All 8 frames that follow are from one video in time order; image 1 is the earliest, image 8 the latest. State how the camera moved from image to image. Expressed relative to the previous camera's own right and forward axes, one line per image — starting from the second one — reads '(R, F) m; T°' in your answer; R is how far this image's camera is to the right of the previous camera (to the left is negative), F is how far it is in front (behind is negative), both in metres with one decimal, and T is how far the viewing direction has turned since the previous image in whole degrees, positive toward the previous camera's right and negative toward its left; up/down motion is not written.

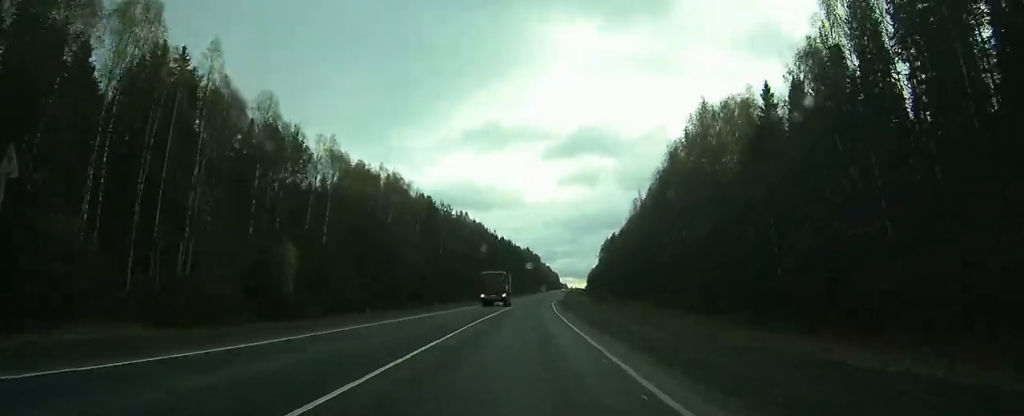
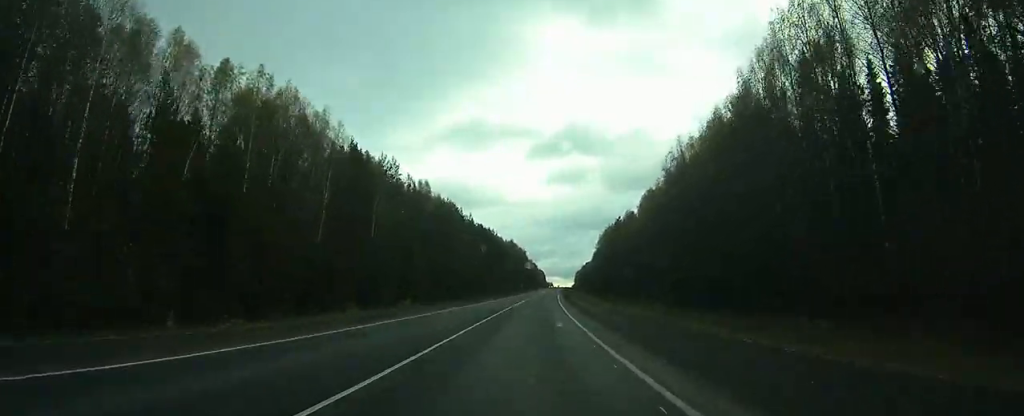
(+0.4, +48.0) m; +1°
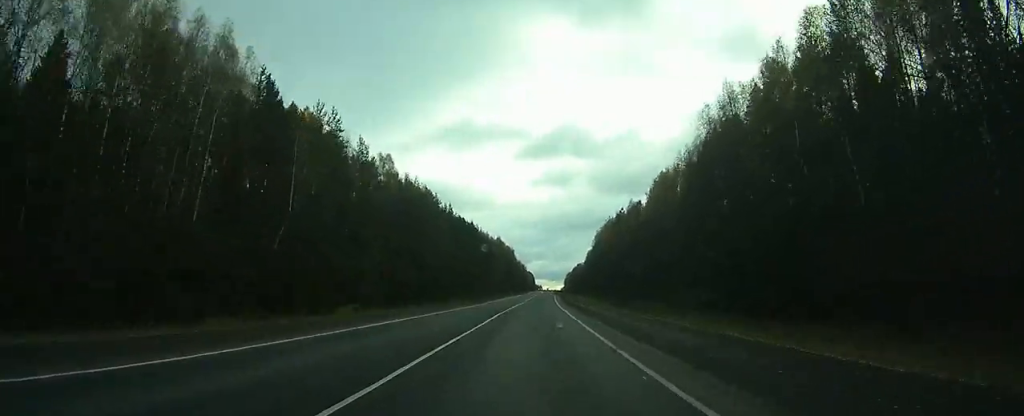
(0.0, +26.7) m; +1°
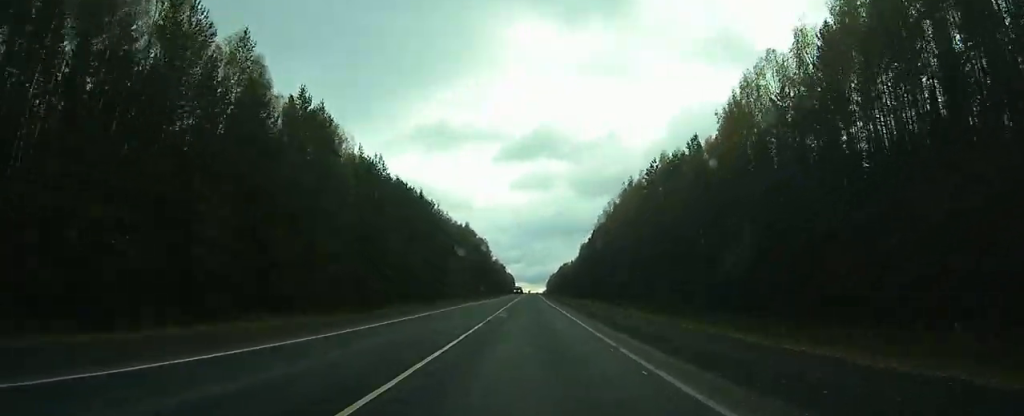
(+1.1, +64.6) m; +2°
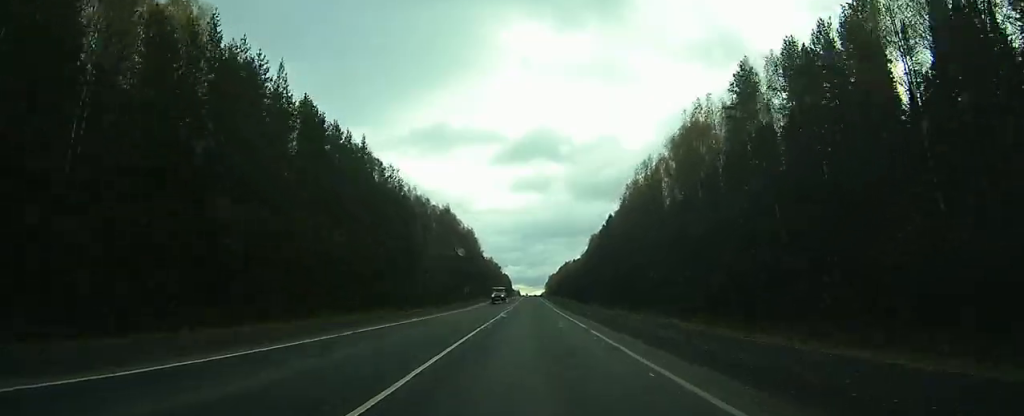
(+0.5, +47.0) m; +1°
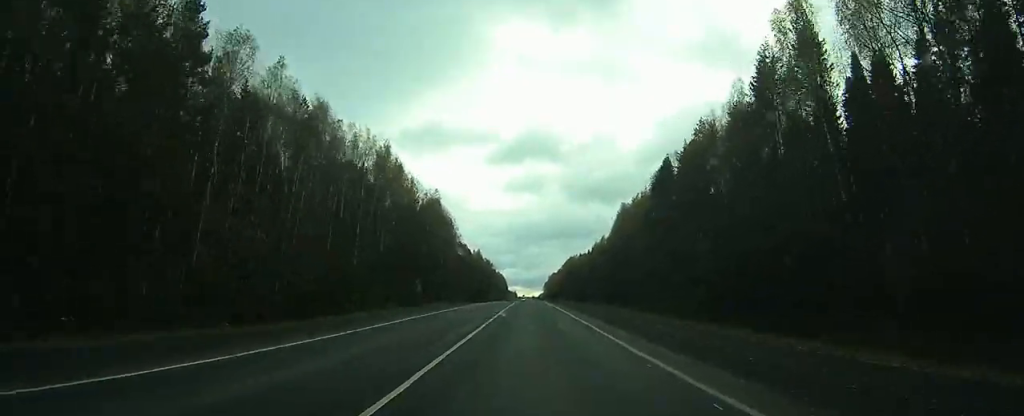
(+0.3, +71.1) m; 0°
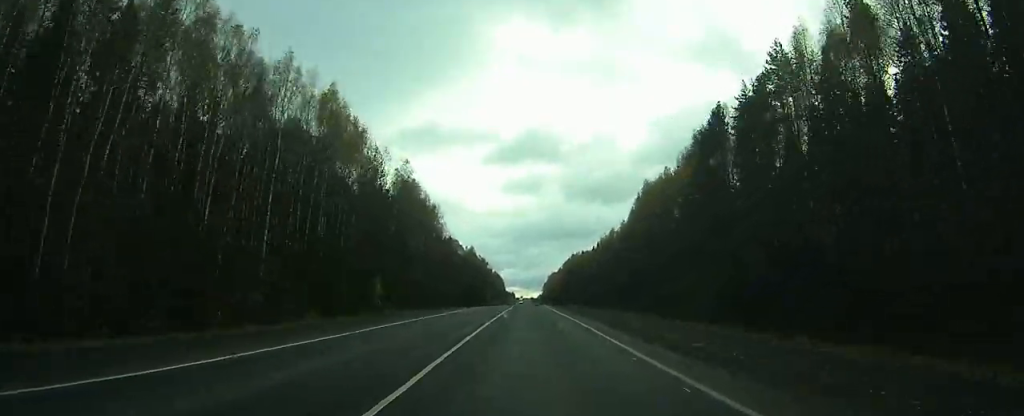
(-0.1, +27.6) m; 0°
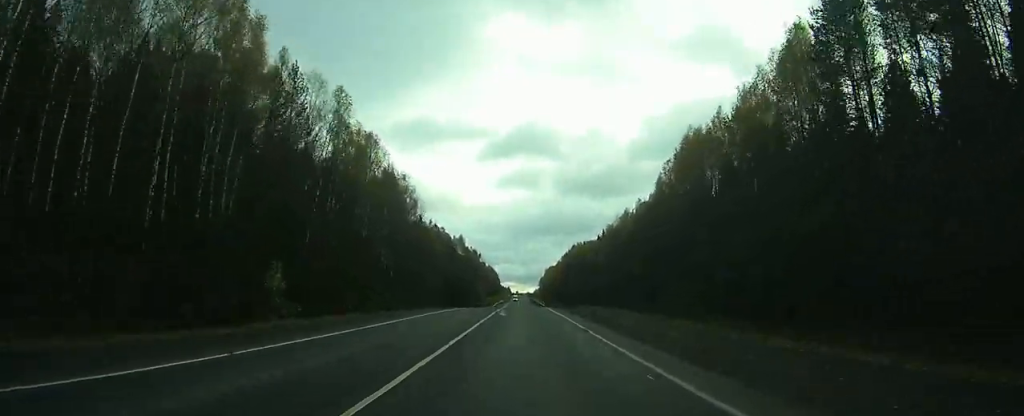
(+0.1, +31.4) m; 0°
